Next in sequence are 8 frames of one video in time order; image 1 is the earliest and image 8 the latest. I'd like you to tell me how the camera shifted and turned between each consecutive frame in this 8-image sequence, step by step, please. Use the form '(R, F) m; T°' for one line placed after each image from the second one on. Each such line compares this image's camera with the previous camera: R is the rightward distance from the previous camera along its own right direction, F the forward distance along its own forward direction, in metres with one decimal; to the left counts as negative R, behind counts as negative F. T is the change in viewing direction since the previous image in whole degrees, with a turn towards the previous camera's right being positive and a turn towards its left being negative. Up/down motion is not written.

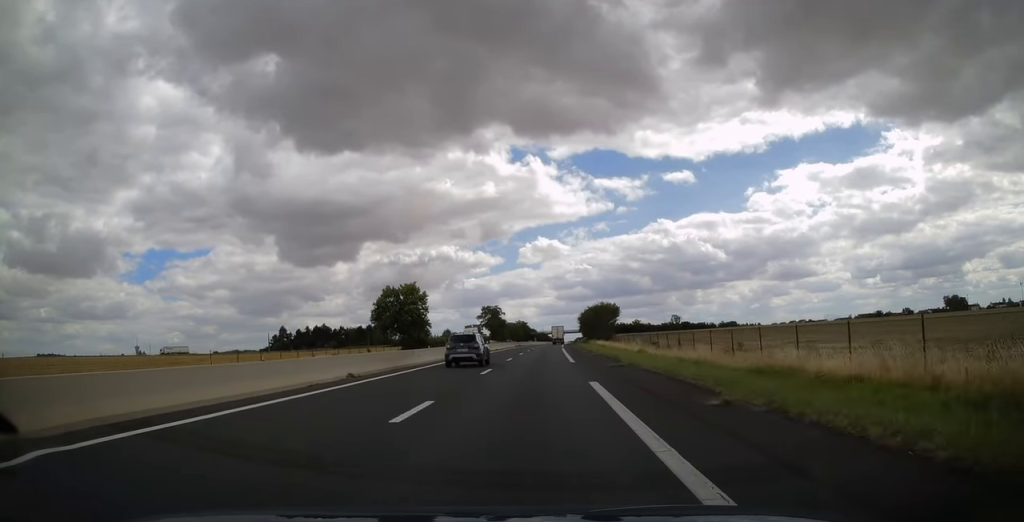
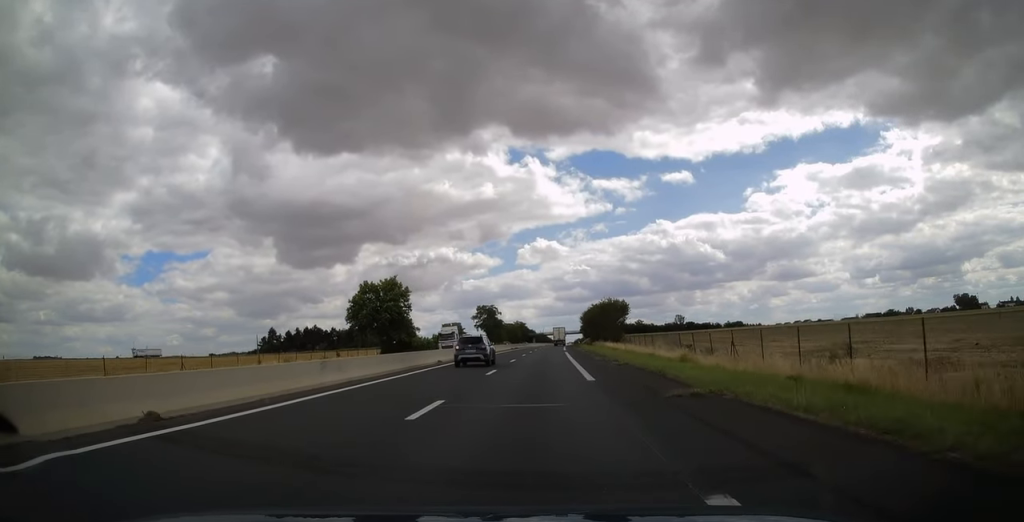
(0.0, +12.3) m; 0°
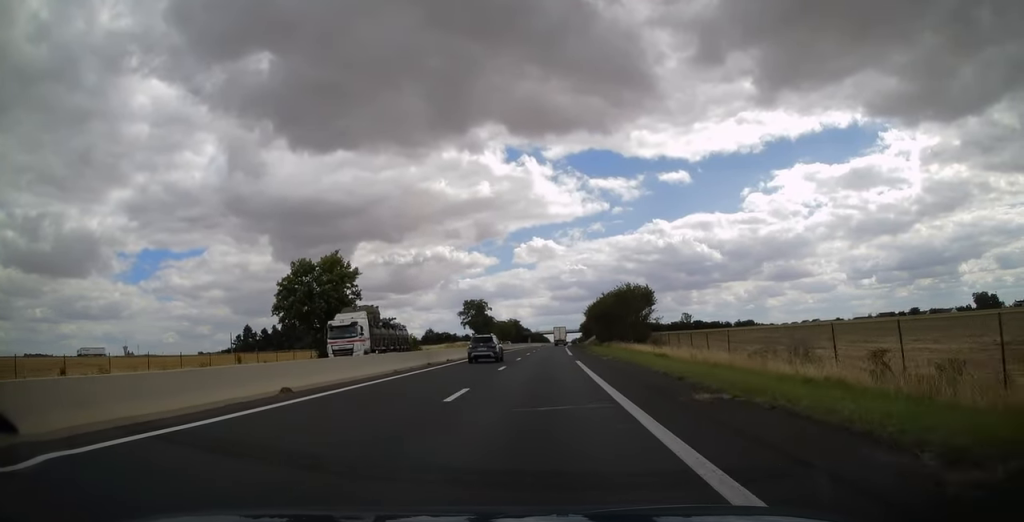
(-0.1, +23.6) m; 0°
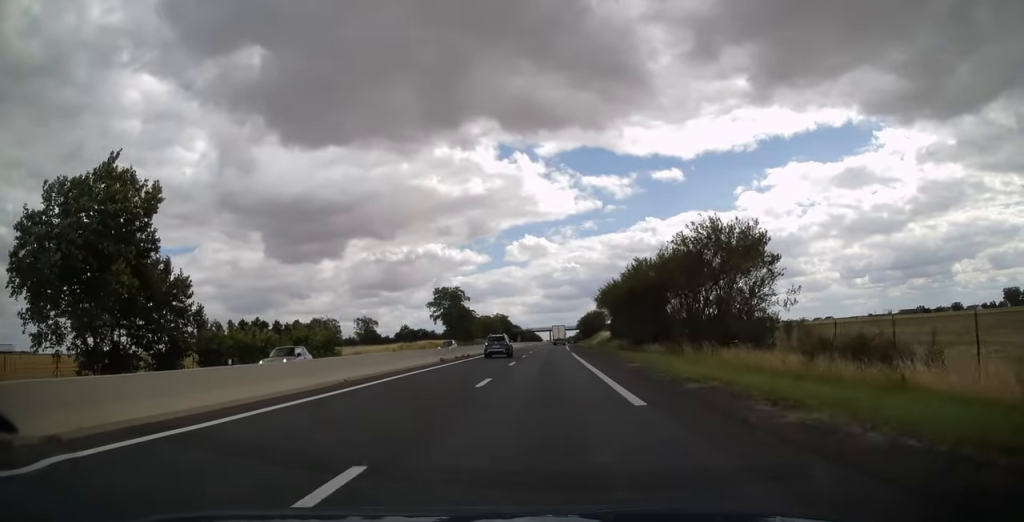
(+0.3, +35.8) m; +1°
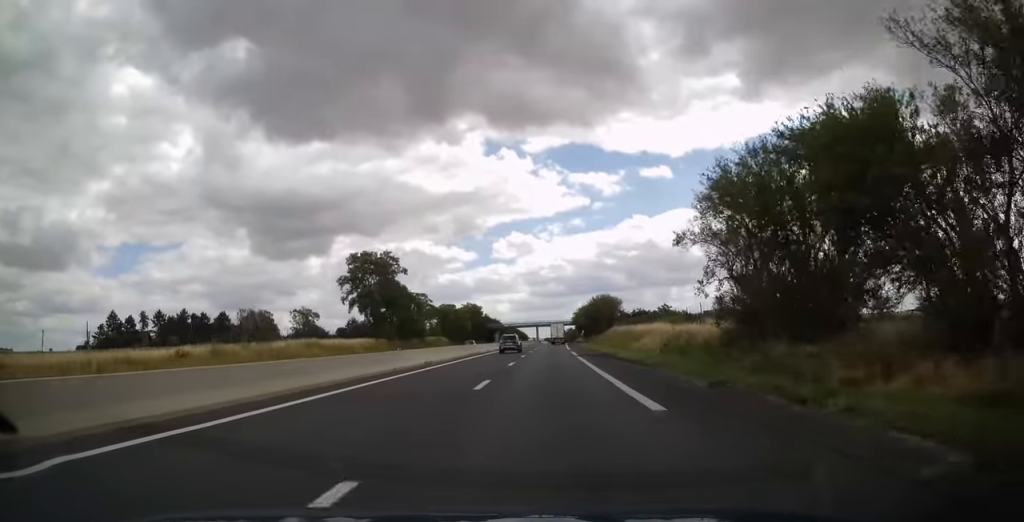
(+0.5, +53.4) m; +1°
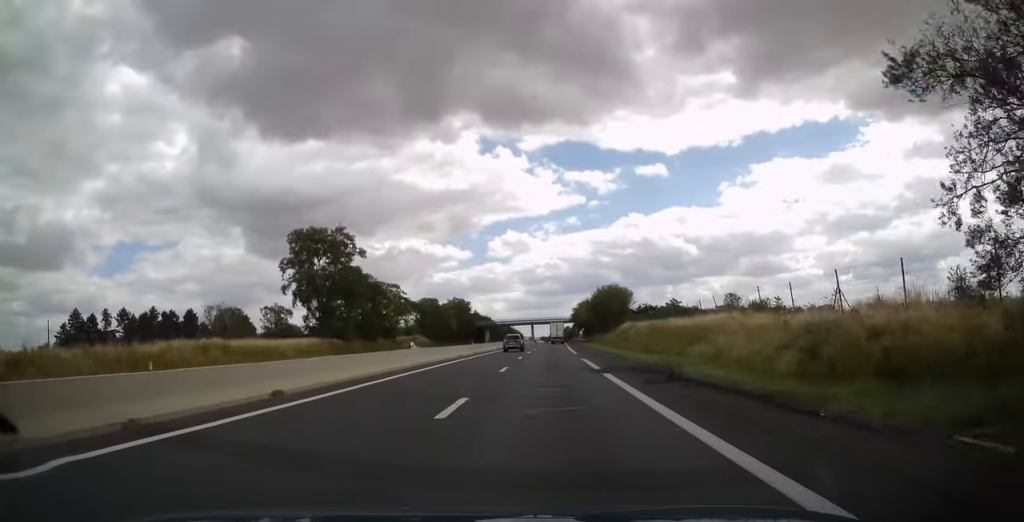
(+0.1, +18.7) m; +1°
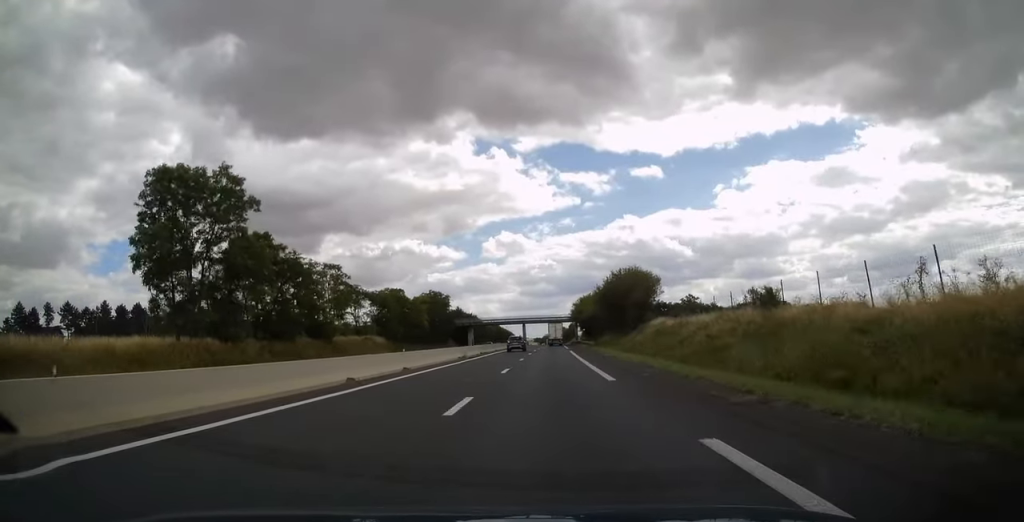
(+0.1, +25.6) m; +1°
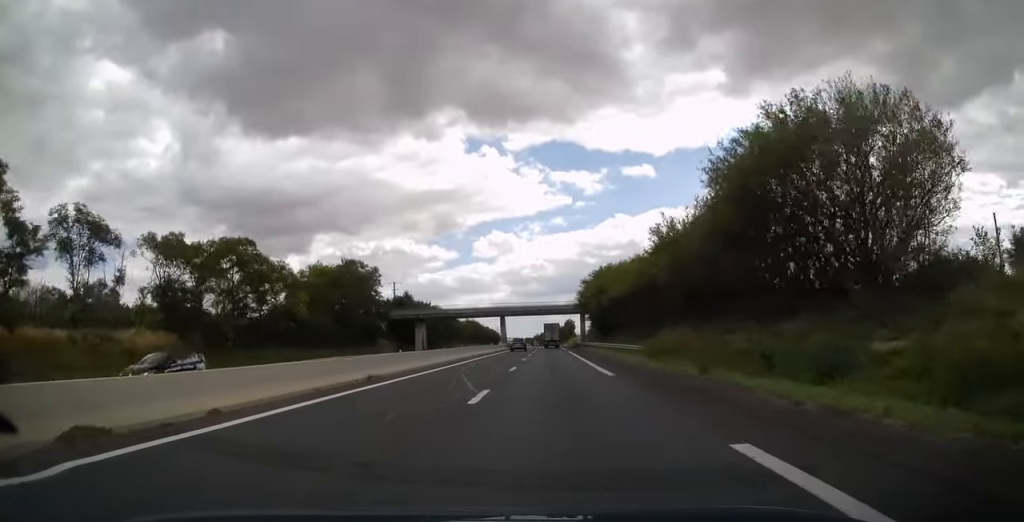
(+0.5, +50.2) m; +1°
